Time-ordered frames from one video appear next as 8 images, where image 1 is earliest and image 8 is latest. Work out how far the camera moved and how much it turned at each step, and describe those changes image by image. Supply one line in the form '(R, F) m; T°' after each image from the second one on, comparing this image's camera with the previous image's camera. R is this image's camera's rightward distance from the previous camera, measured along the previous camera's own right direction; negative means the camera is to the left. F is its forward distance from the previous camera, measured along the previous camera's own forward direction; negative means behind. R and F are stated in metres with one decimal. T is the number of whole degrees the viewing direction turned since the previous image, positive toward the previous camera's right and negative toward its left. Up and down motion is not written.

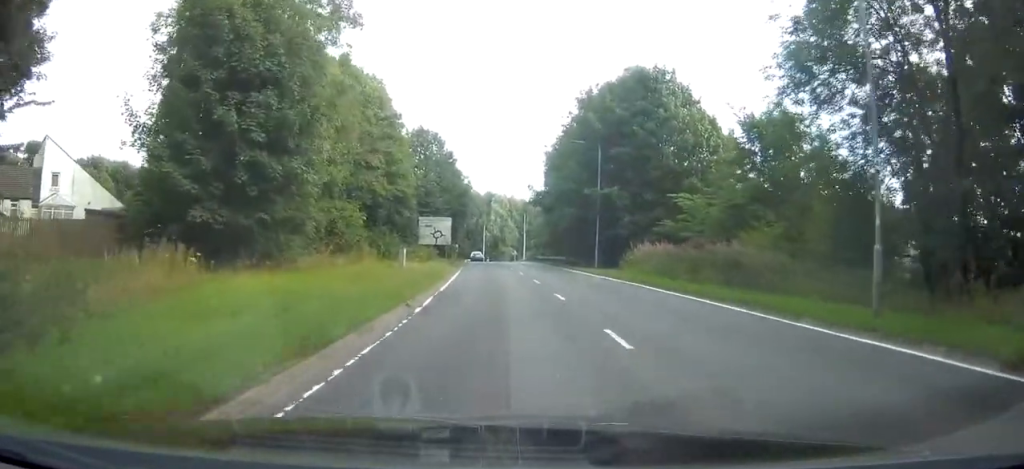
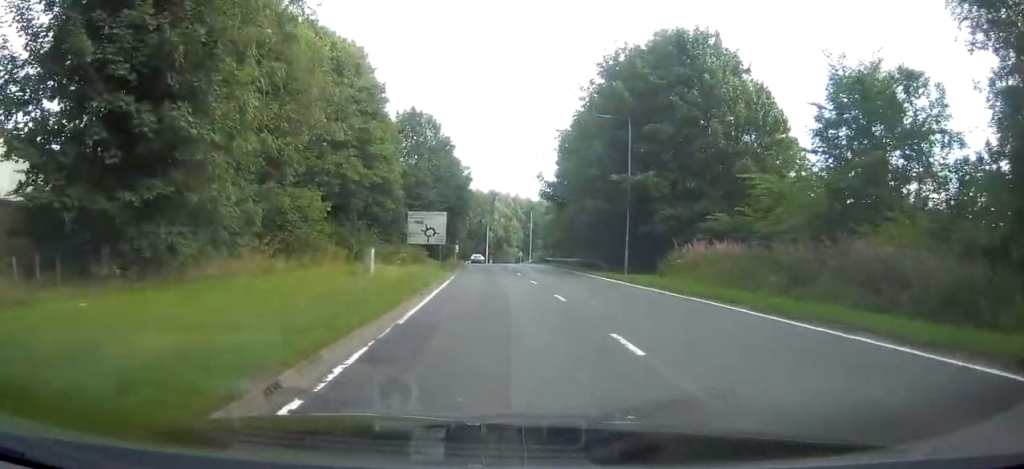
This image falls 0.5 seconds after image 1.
(0.0, +9.3) m; 0°
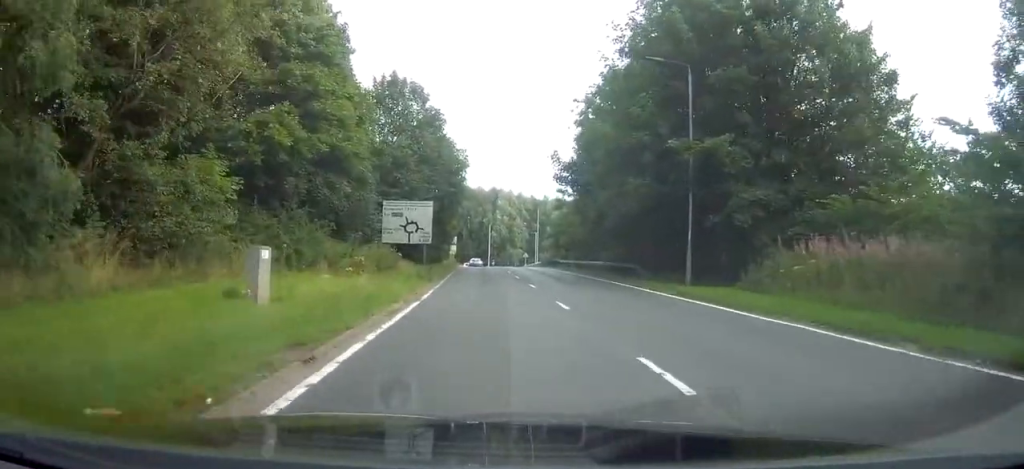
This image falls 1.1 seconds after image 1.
(-0.1, +11.5) m; 0°
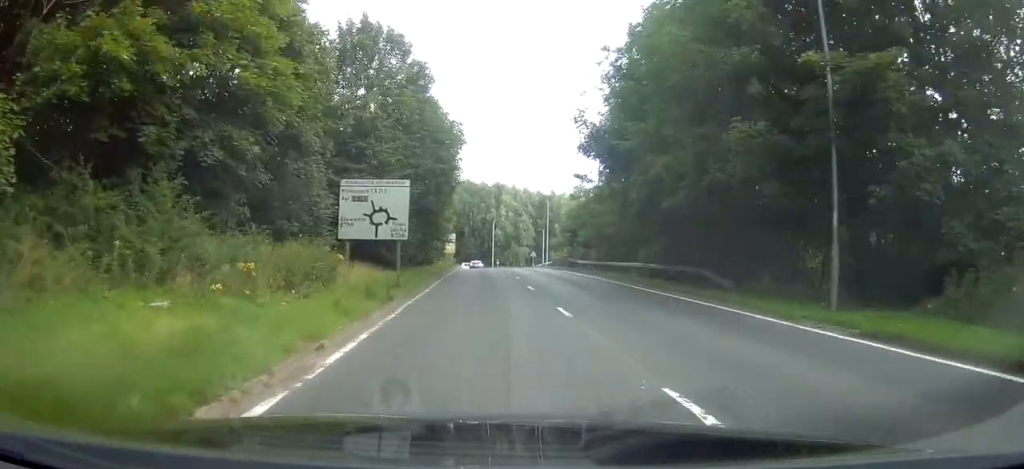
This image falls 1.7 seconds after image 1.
(-0.1, +11.1) m; 0°
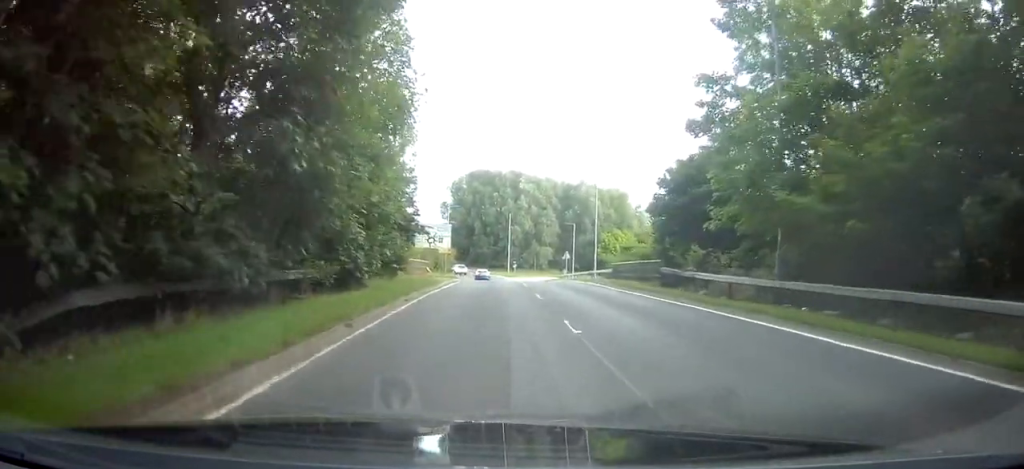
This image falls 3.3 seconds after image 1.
(-0.5, +29.3) m; -2°
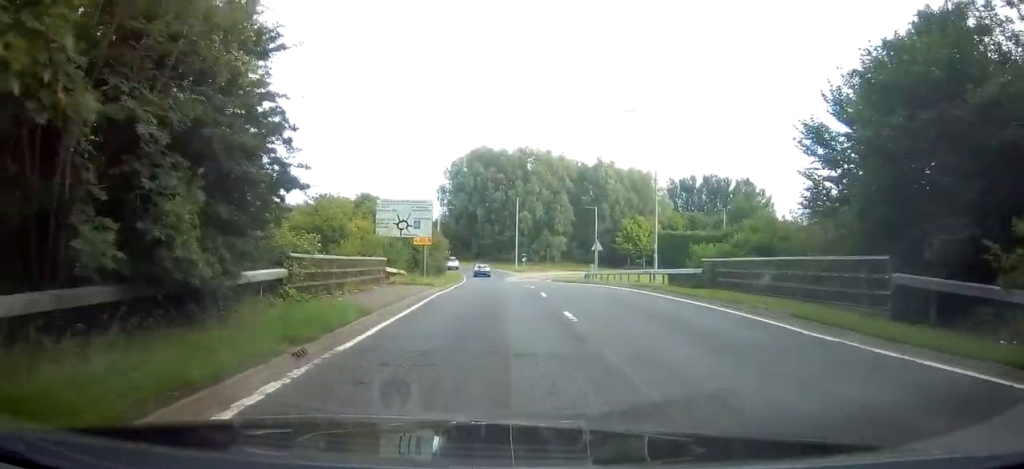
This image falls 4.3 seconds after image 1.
(-0.2, +17.9) m; -1°
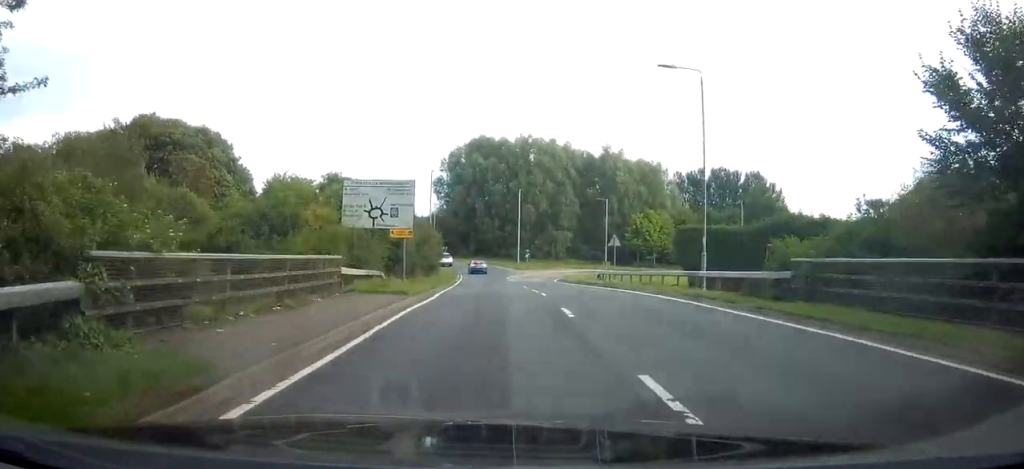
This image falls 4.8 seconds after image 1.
(0.0, +7.9) m; 0°
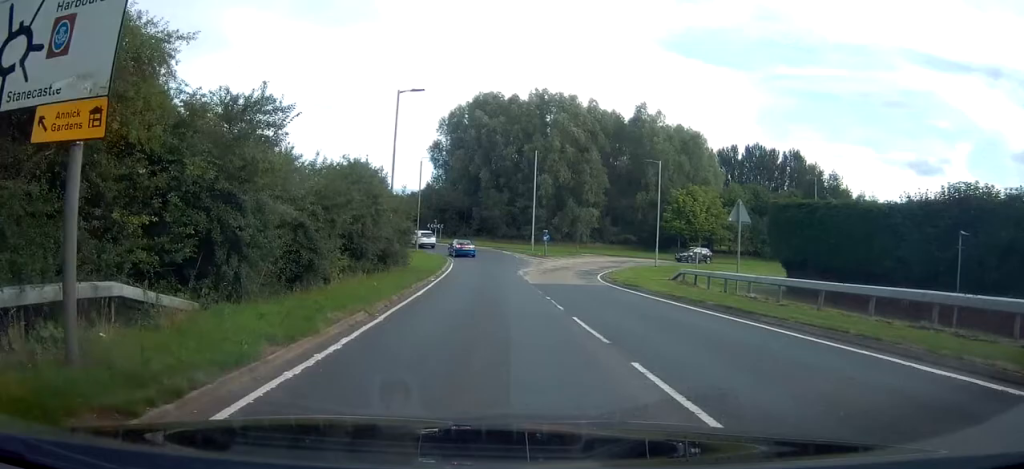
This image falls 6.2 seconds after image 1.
(-0.3, +22.1) m; -2°
